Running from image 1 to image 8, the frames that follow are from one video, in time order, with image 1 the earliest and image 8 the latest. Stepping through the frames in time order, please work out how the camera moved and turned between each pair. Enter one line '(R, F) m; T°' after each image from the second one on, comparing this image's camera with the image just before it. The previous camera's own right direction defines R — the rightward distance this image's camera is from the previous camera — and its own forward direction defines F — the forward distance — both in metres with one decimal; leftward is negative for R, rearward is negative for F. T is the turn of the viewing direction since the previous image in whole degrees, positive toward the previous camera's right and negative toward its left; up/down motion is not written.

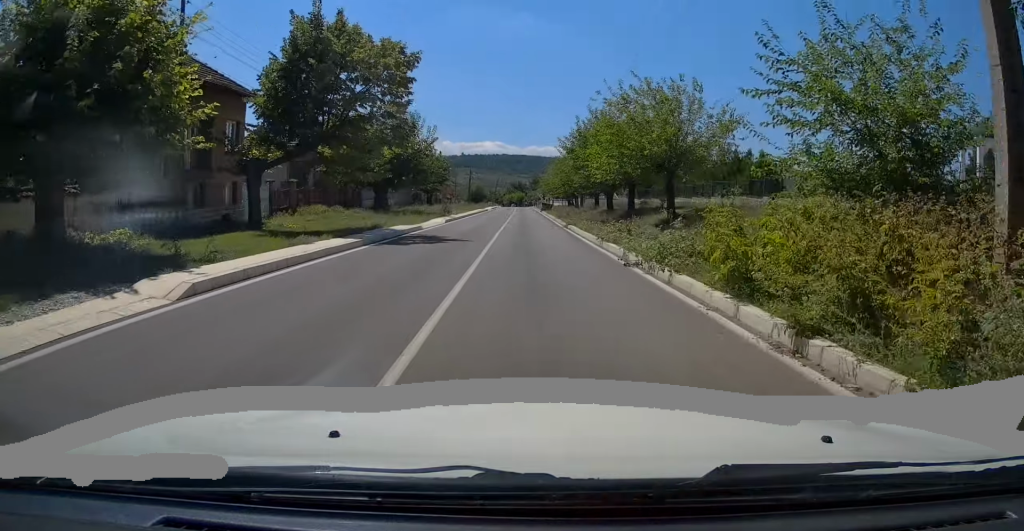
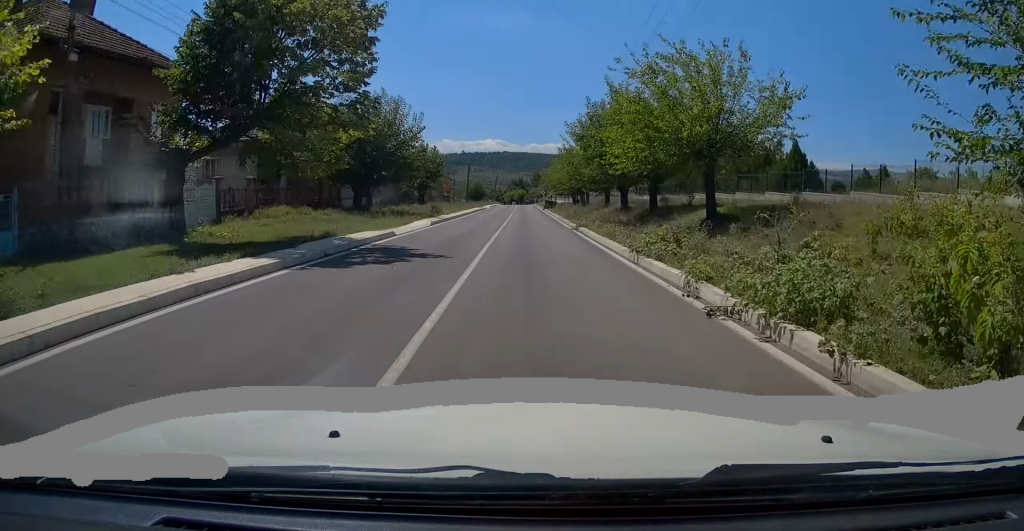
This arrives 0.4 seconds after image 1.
(+0.1, +5.5) m; 0°
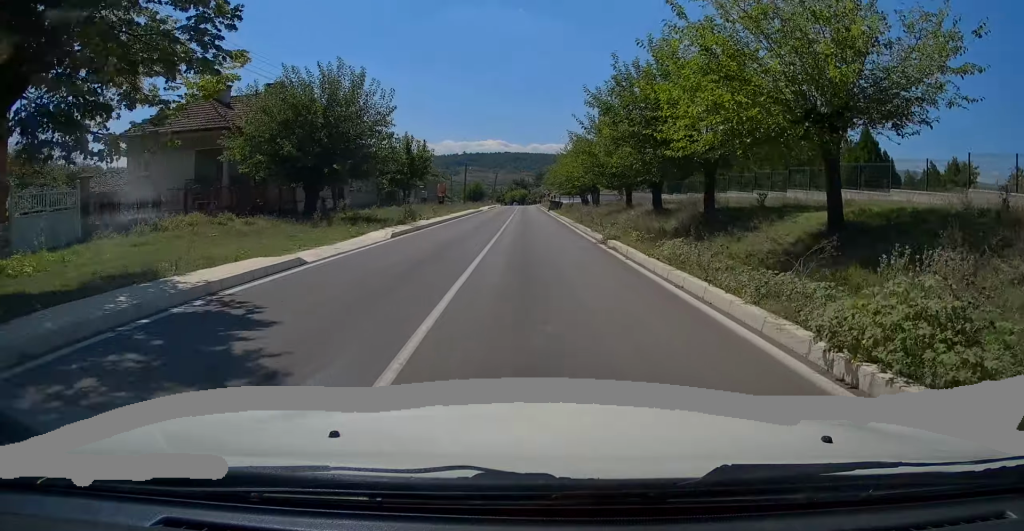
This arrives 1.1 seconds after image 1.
(-0.3, +8.5) m; 0°
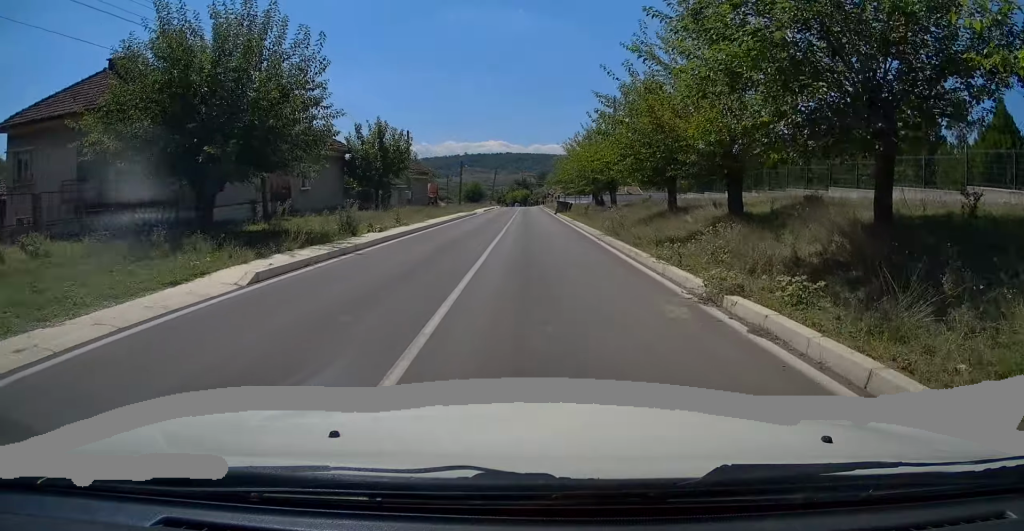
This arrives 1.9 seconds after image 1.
(+0.1, +10.1) m; 0°
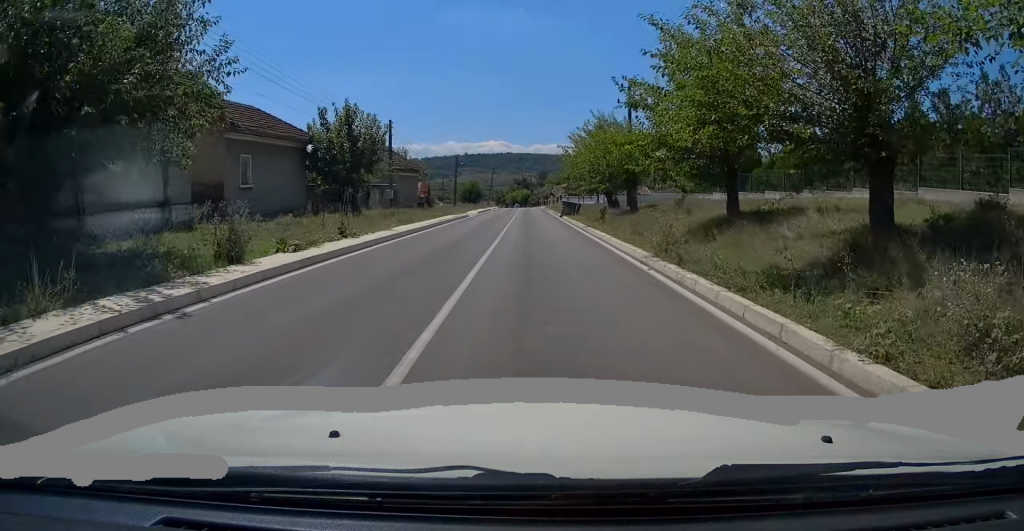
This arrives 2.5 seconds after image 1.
(+0.1, +7.5) m; 0°
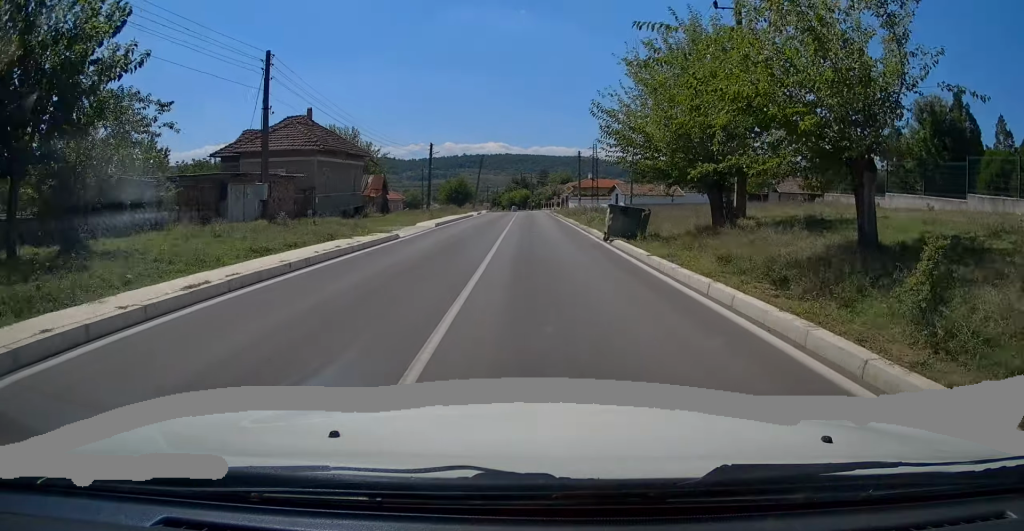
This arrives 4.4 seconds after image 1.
(0.0, +23.8) m; +1°
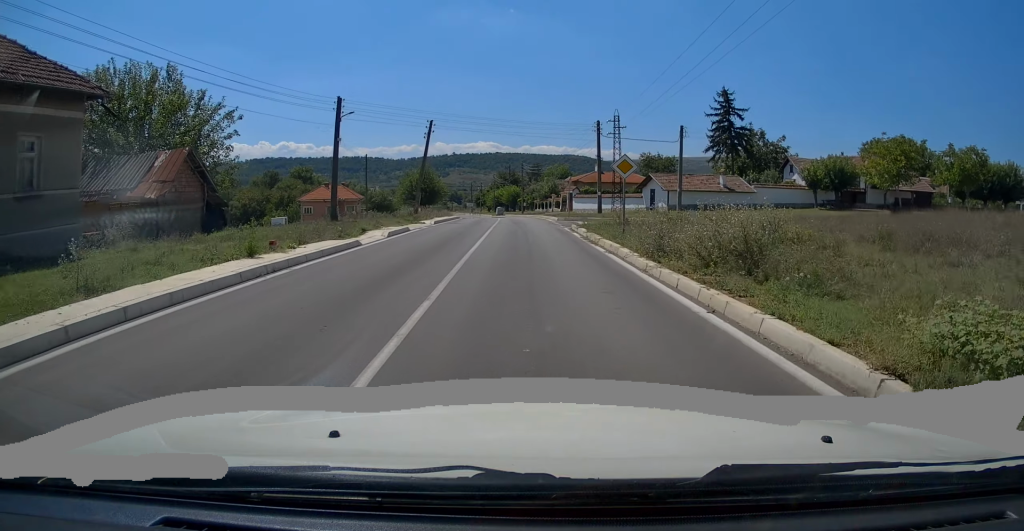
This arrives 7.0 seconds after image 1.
(-0.4, +30.1) m; -1°
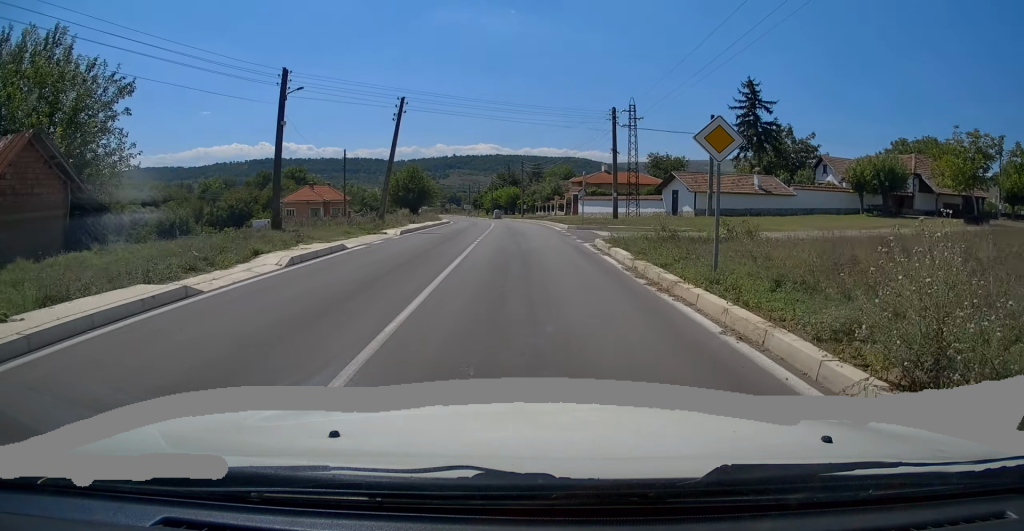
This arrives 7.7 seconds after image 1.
(0.0, +8.6) m; 0°
